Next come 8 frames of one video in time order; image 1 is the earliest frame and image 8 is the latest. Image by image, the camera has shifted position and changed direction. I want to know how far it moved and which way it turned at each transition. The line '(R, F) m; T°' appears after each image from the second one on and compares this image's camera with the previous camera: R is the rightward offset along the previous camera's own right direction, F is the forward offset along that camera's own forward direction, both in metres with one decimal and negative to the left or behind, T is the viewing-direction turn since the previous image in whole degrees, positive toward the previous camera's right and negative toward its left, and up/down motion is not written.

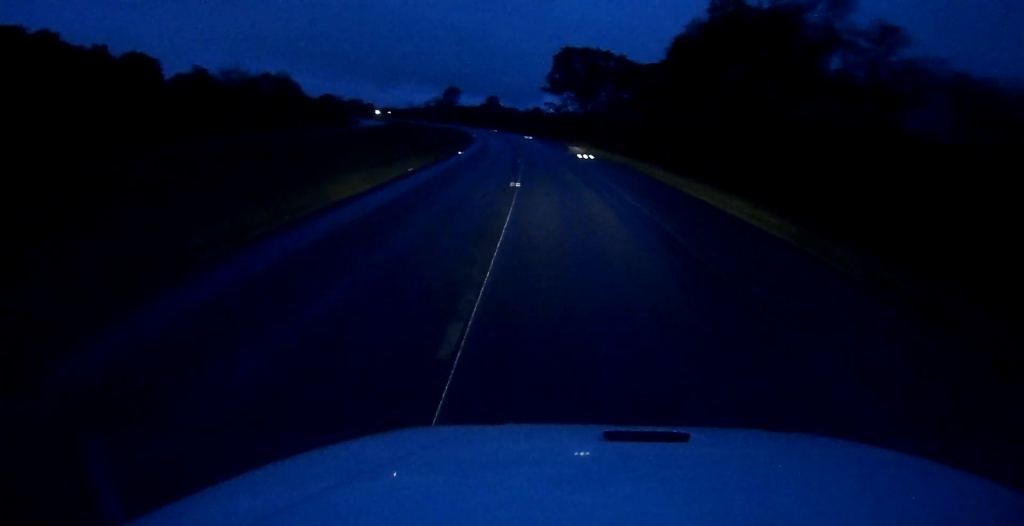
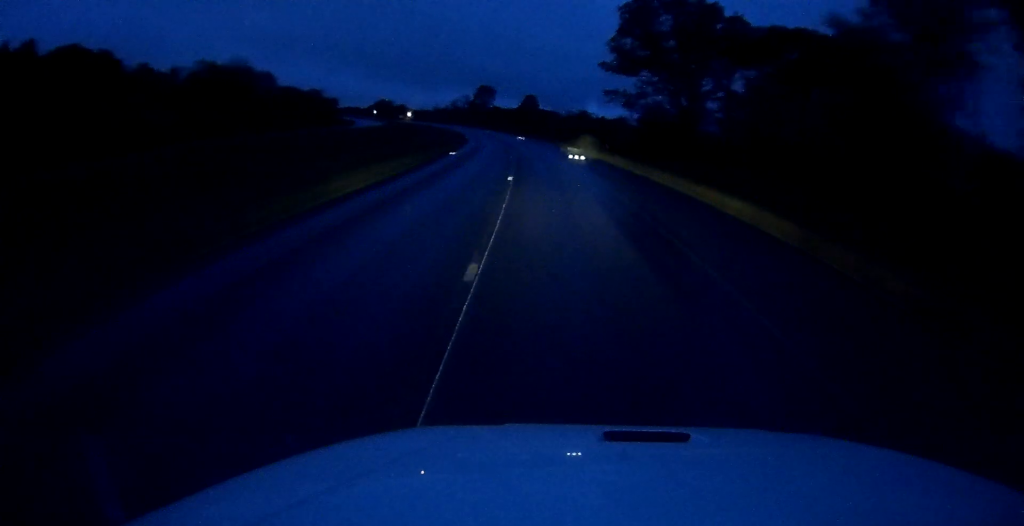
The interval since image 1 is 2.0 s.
(-3.0, +60.9) m; -5°
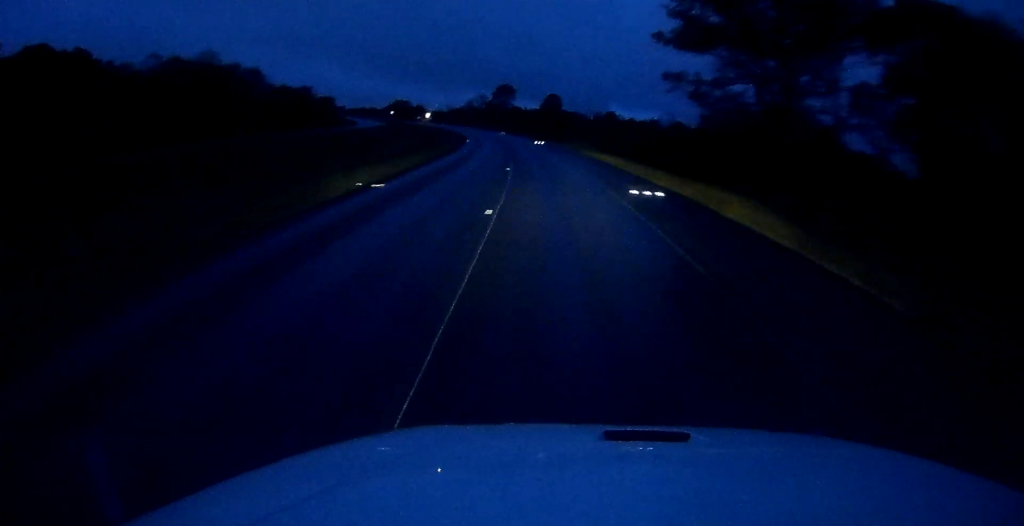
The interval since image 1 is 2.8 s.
(-0.5, +25.9) m; -2°
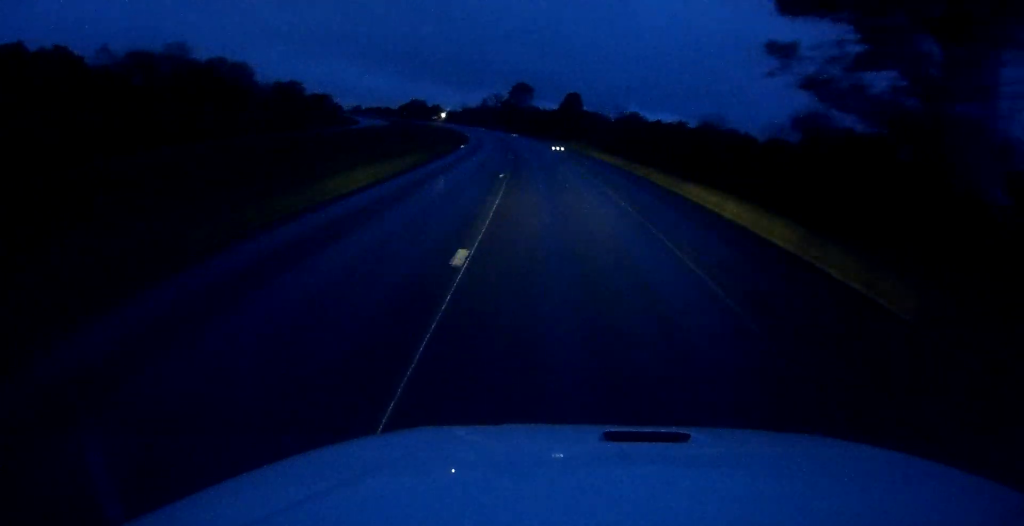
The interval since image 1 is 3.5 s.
(-0.3, +20.7) m; -1°
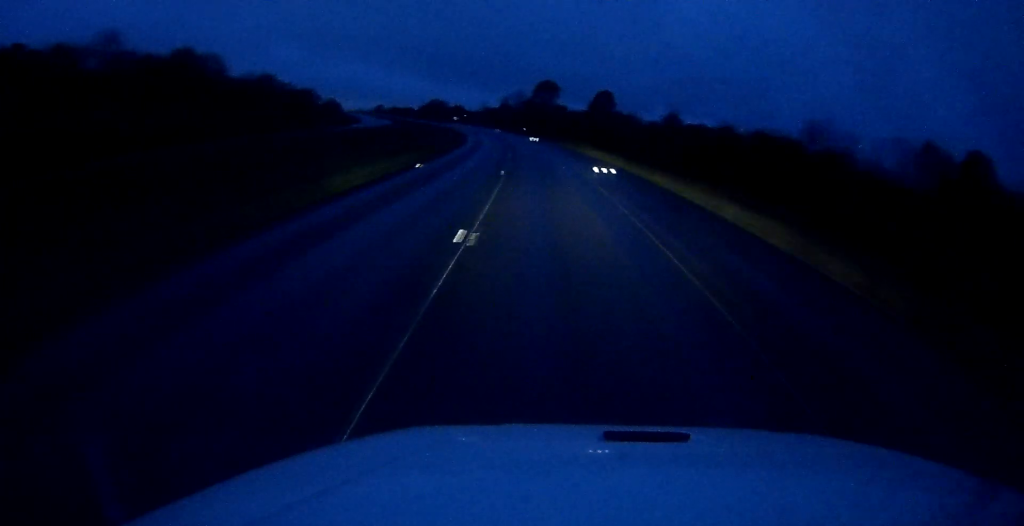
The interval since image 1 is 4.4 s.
(-0.5, +29.9) m; -2°
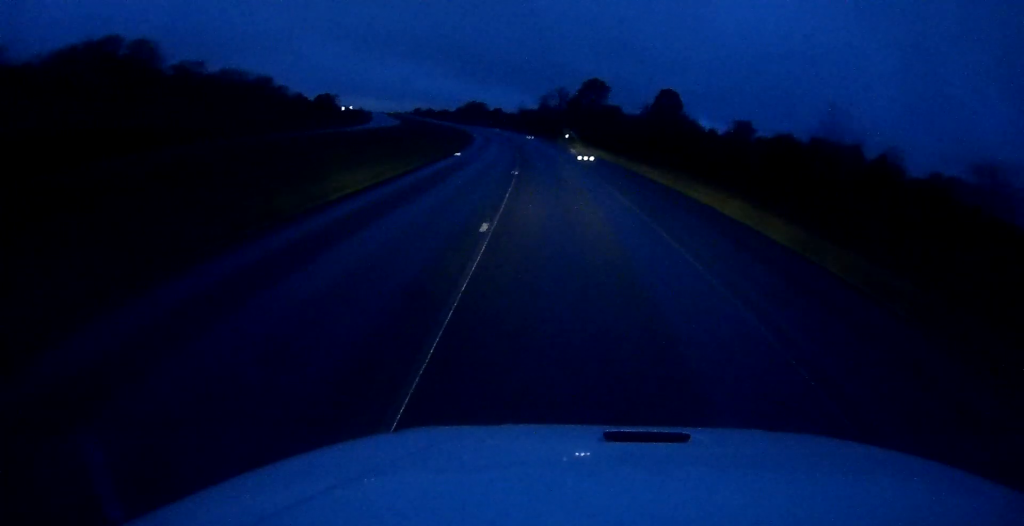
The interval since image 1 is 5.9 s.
(-1.6, +45.4) m; -4°
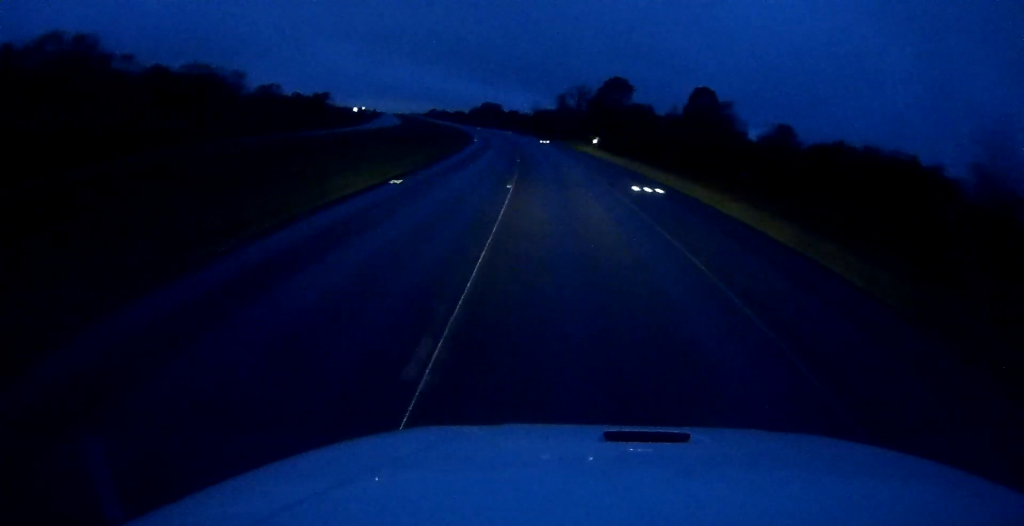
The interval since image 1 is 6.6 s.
(-0.5, +22.7) m; -2°
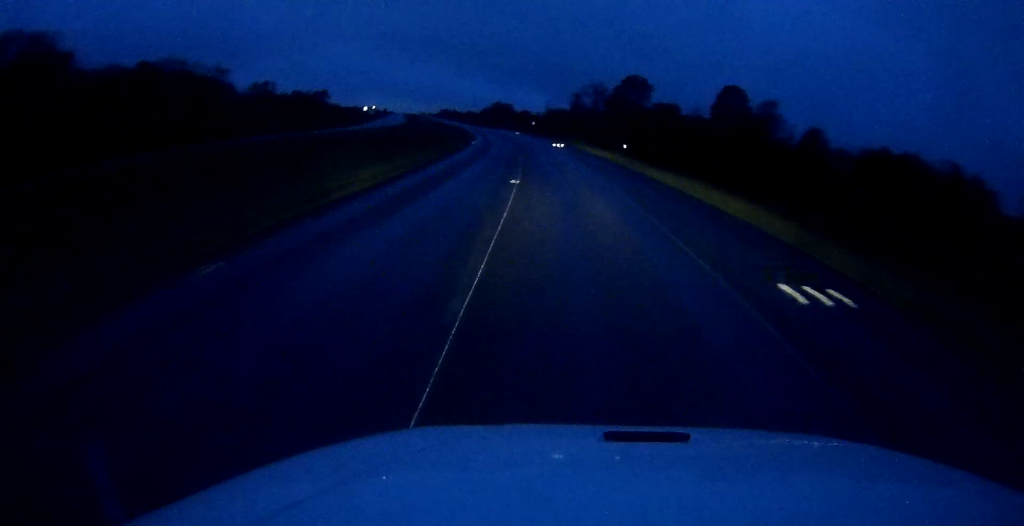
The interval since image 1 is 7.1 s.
(0.0, +14.5) m; -1°
